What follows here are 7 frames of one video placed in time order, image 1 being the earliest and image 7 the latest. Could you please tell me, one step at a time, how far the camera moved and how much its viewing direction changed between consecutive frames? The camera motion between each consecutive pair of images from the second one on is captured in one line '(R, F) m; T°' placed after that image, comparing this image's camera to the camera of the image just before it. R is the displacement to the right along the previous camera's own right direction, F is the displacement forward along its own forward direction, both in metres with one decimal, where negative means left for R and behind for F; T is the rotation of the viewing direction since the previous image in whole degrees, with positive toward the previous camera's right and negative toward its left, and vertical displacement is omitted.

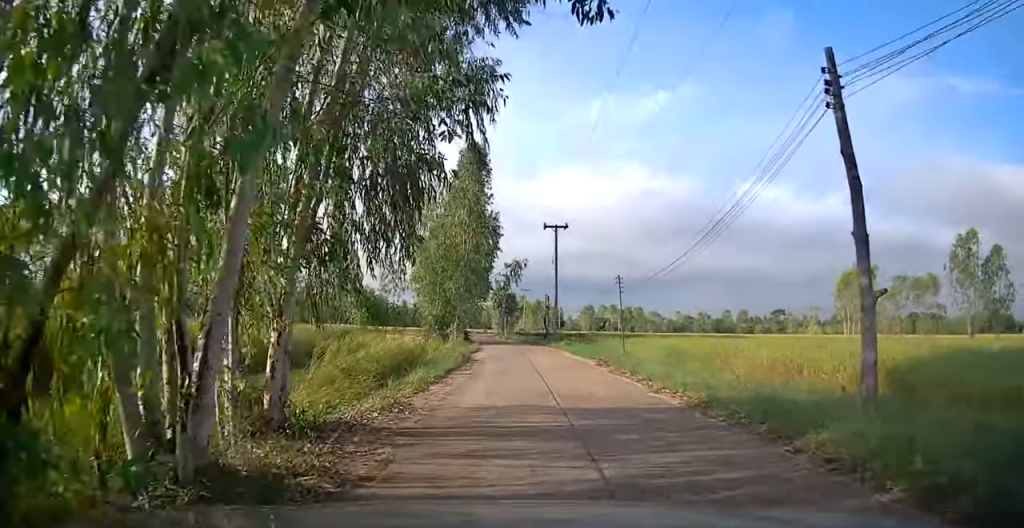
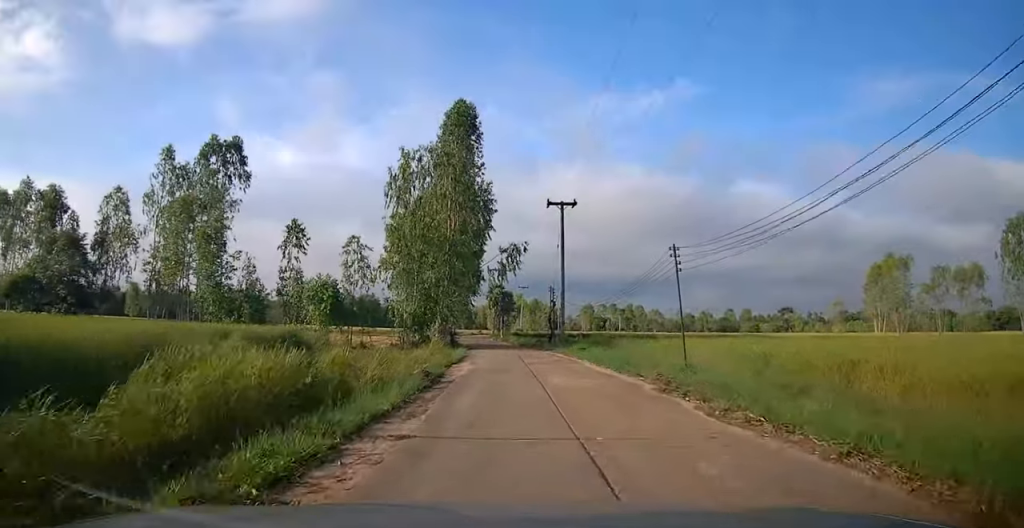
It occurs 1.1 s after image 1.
(-0.4, +8.7) m; -3°
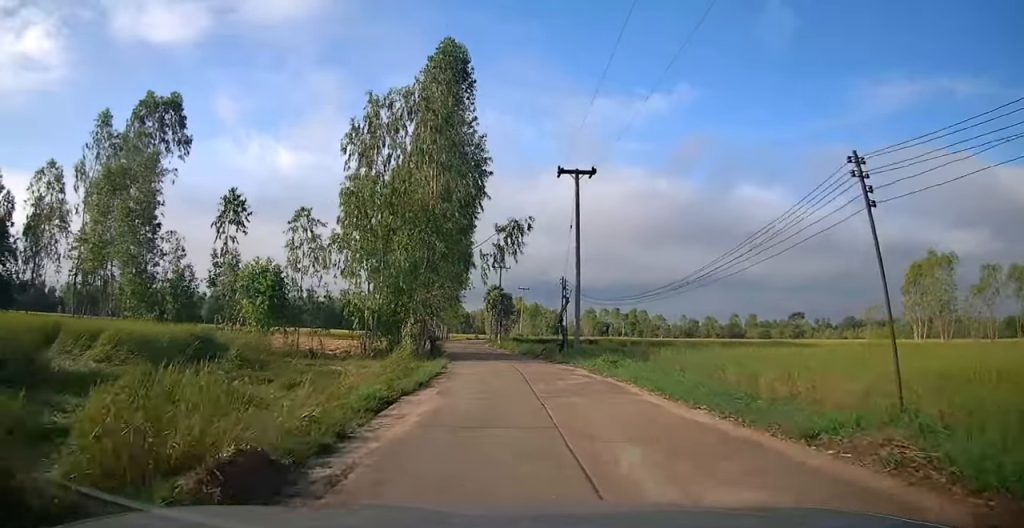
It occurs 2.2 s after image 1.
(0.0, +8.5) m; +2°
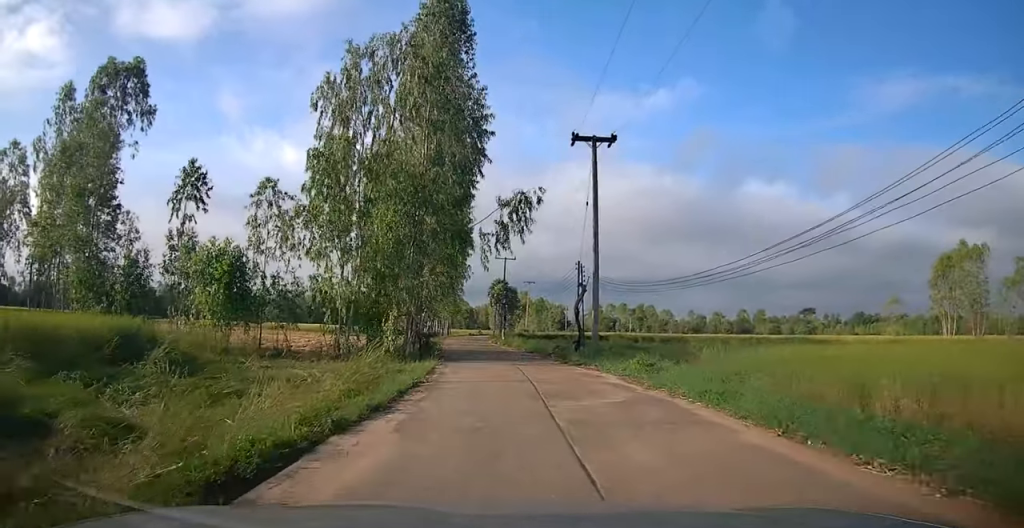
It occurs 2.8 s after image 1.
(0.0, +4.5) m; +1°
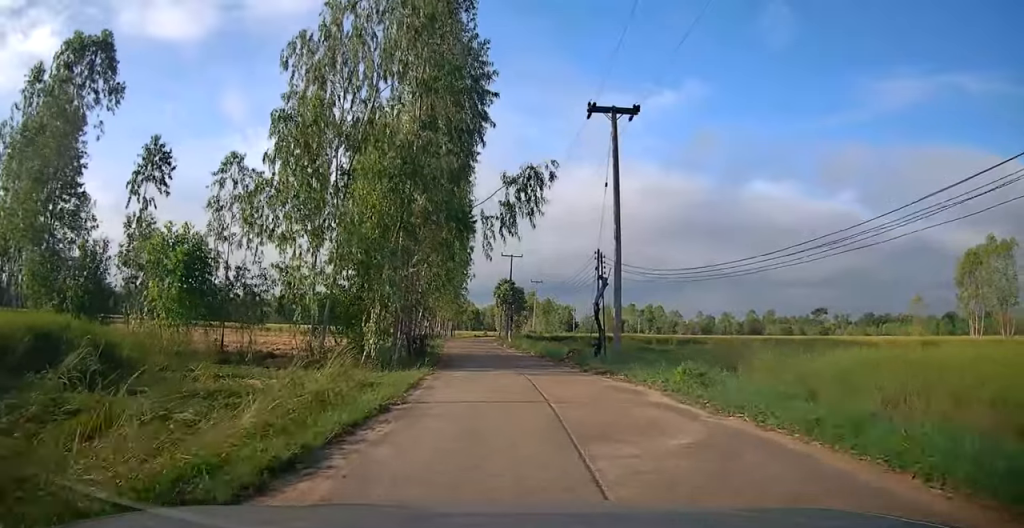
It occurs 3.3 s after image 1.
(+0.2, +3.5) m; -1°
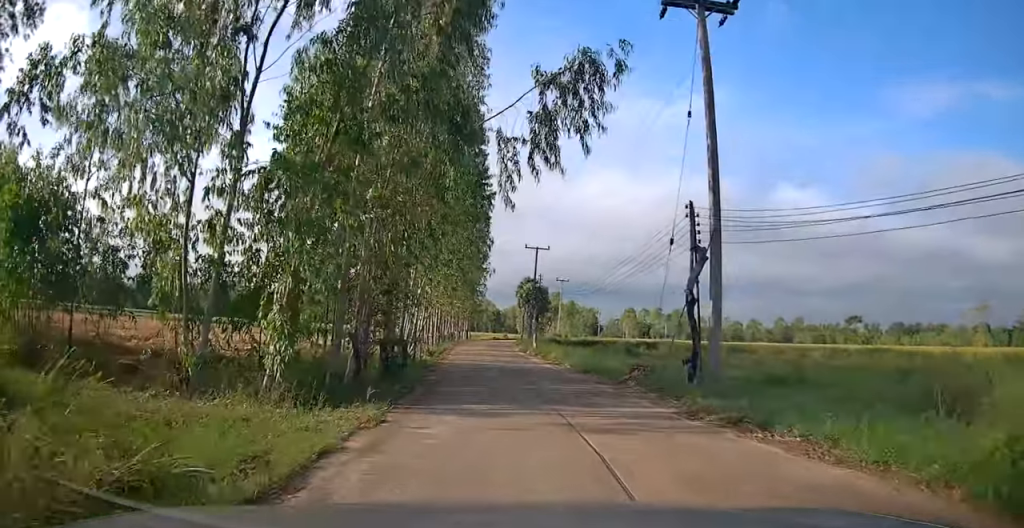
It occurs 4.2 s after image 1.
(-0.3, +8.0) m; -1°
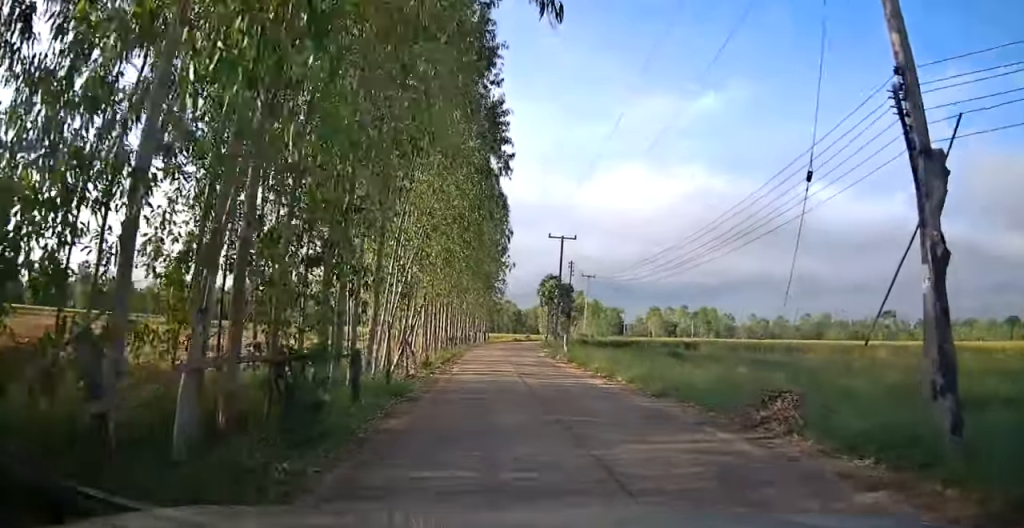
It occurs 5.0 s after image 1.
(-0.1, +6.7) m; 0°
